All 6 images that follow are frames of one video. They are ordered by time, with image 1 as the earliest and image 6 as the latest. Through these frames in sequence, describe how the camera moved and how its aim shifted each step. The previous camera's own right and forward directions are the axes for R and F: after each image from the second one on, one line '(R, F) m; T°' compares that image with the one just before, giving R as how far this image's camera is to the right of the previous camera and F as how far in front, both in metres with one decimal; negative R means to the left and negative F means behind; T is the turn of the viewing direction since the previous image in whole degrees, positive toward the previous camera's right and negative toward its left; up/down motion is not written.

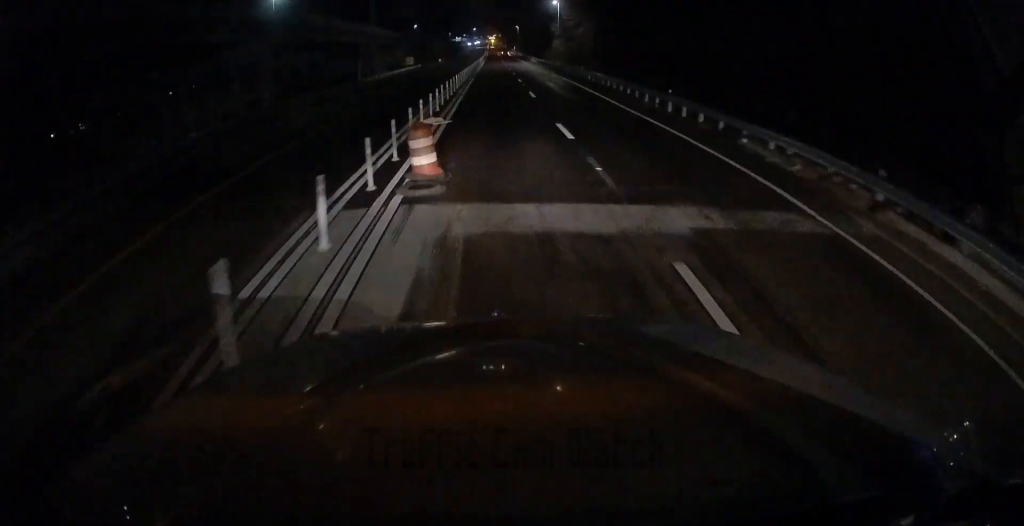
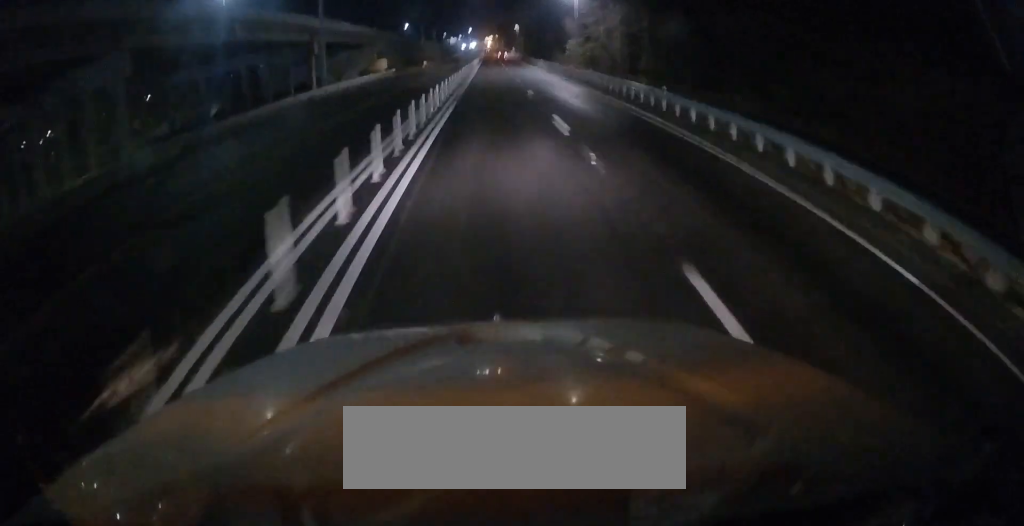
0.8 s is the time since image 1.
(0.0, +23.8) m; 0°
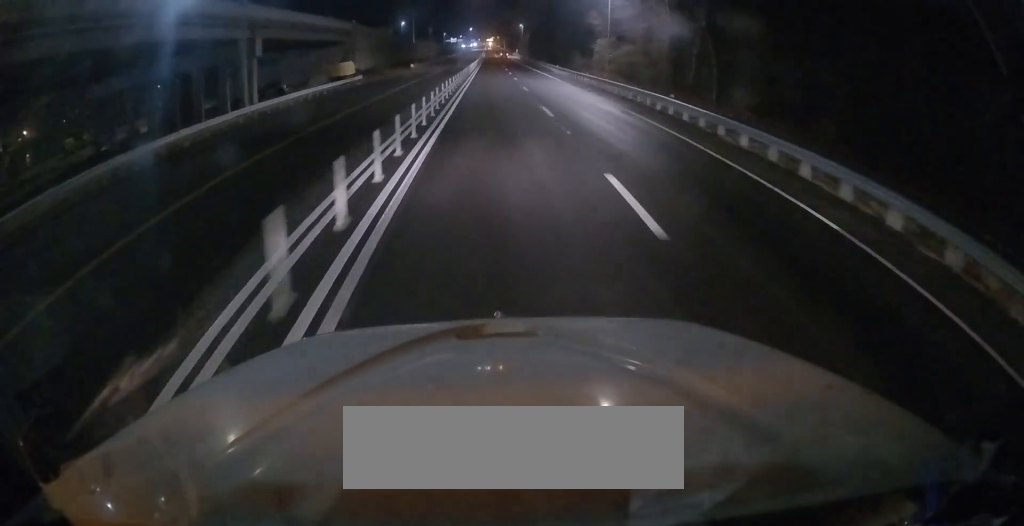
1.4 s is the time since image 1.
(0.0, +19.4) m; 0°
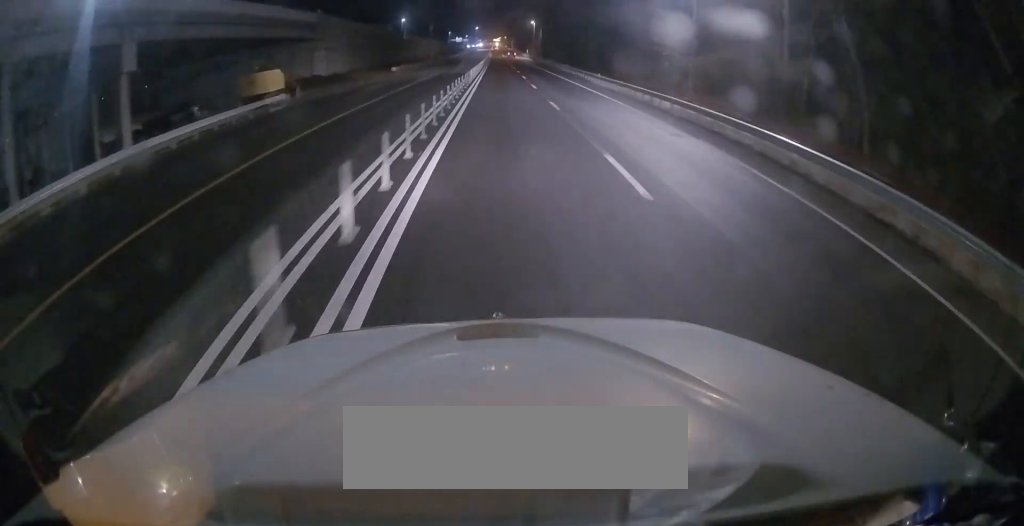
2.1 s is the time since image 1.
(-0.1, +22.4) m; 0°
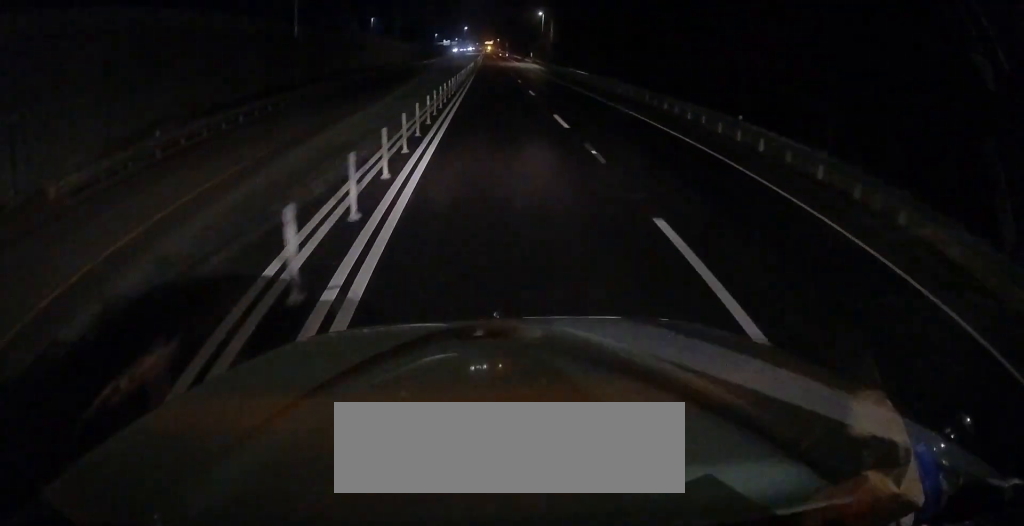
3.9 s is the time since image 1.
(+0.6, +52.6) m; +1°
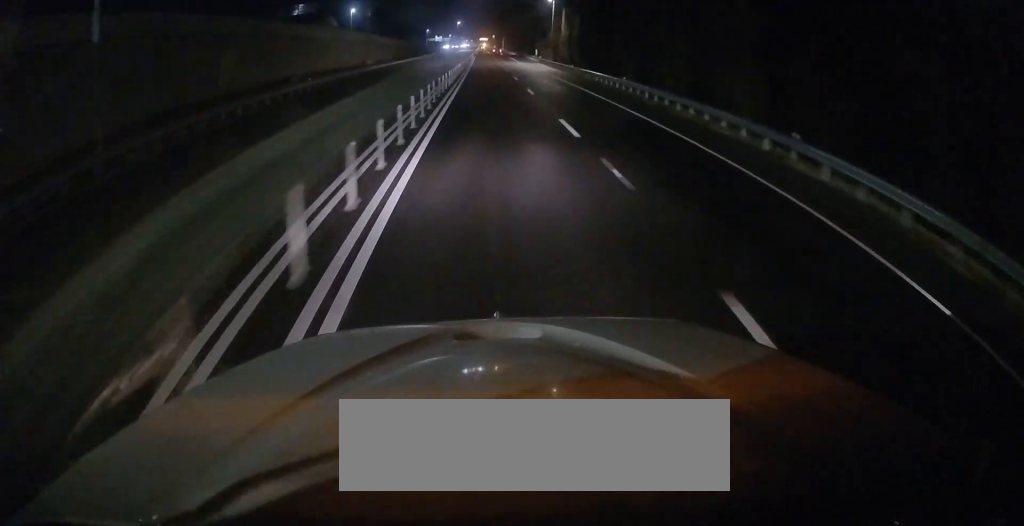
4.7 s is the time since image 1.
(0.0, +26.3) m; 0°
